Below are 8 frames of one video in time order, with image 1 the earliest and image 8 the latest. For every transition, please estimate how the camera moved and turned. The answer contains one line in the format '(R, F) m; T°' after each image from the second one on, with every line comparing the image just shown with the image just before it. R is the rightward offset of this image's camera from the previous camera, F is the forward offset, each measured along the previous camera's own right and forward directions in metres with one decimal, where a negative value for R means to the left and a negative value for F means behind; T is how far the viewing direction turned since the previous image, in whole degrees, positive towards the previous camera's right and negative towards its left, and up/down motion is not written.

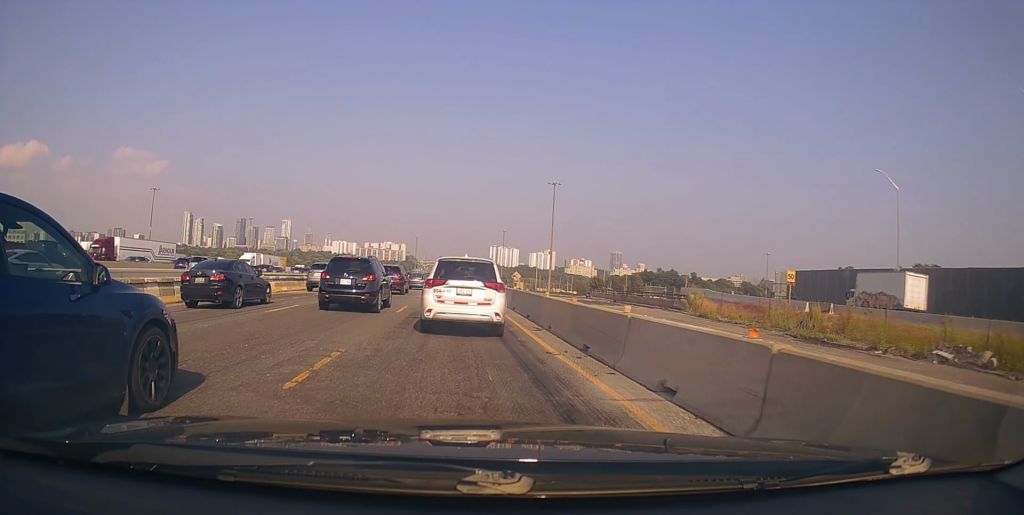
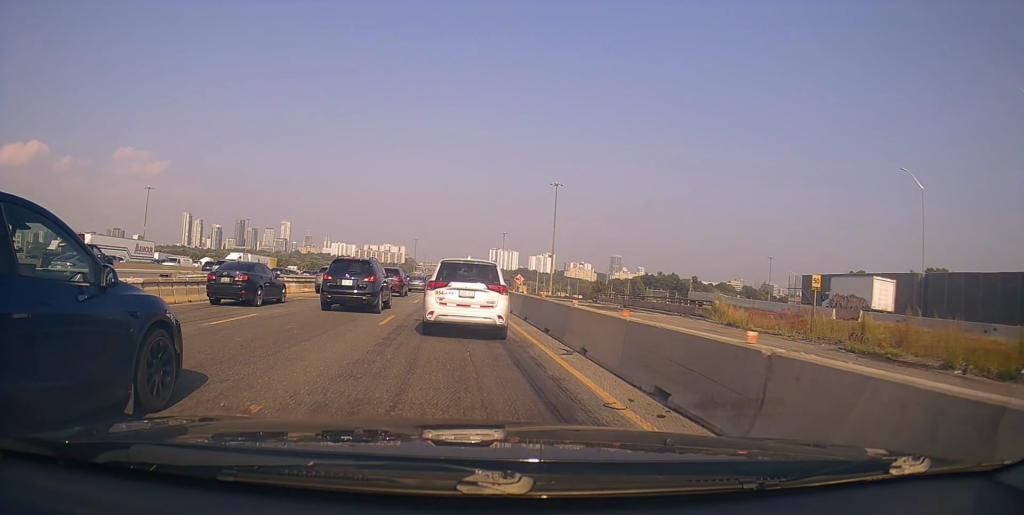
(-0.3, +4.3) m; 0°
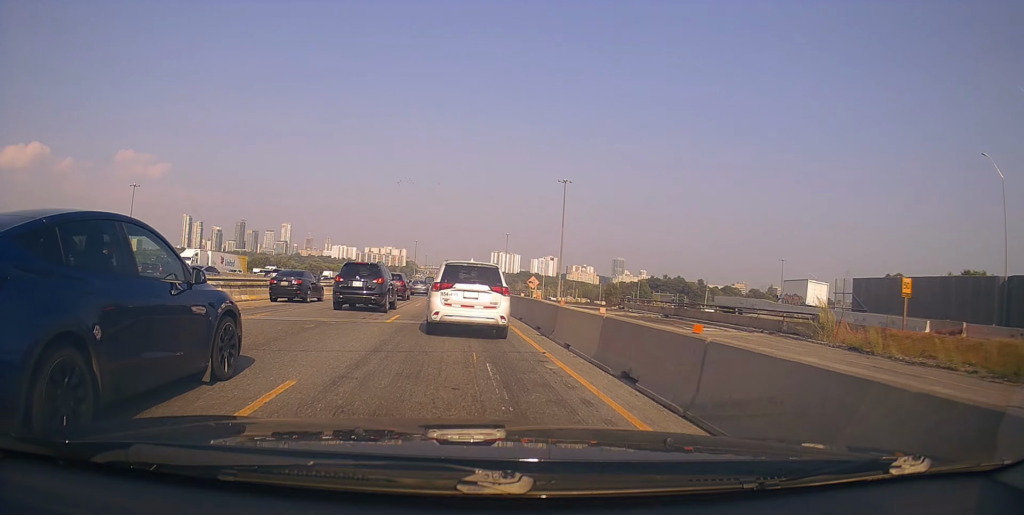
(+0.2, +11.5) m; 0°
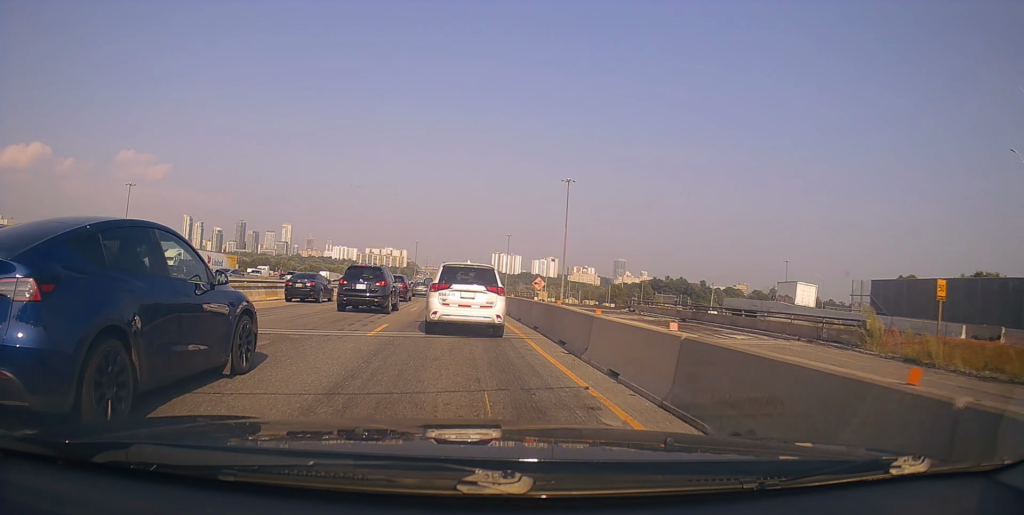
(-0.3, +3.5) m; 0°
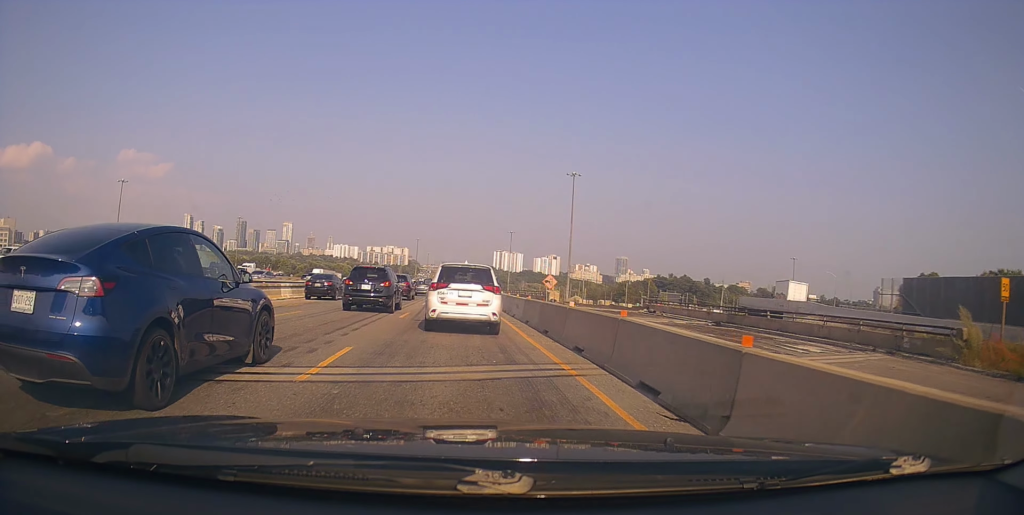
(+0.4, +5.5) m; +3°
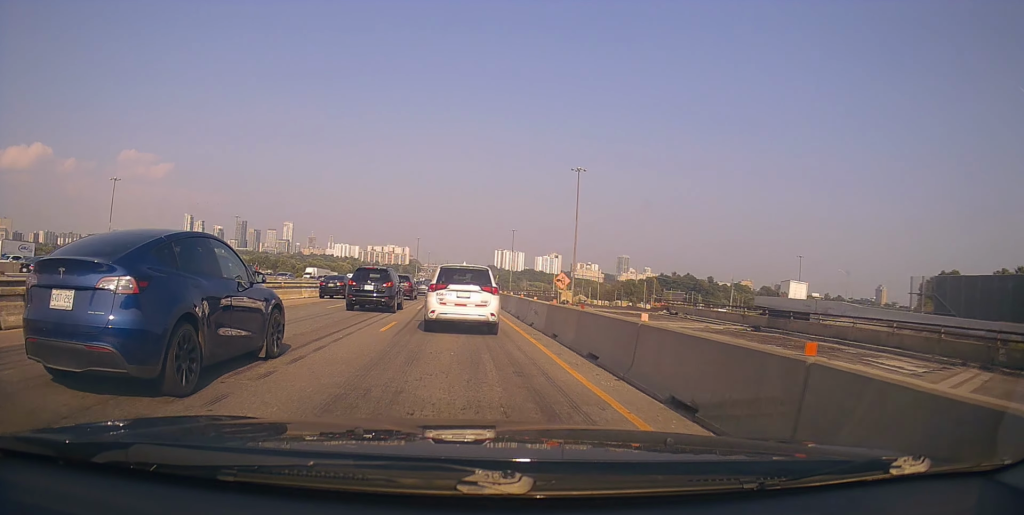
(+0.1, +4.9) m; +1°
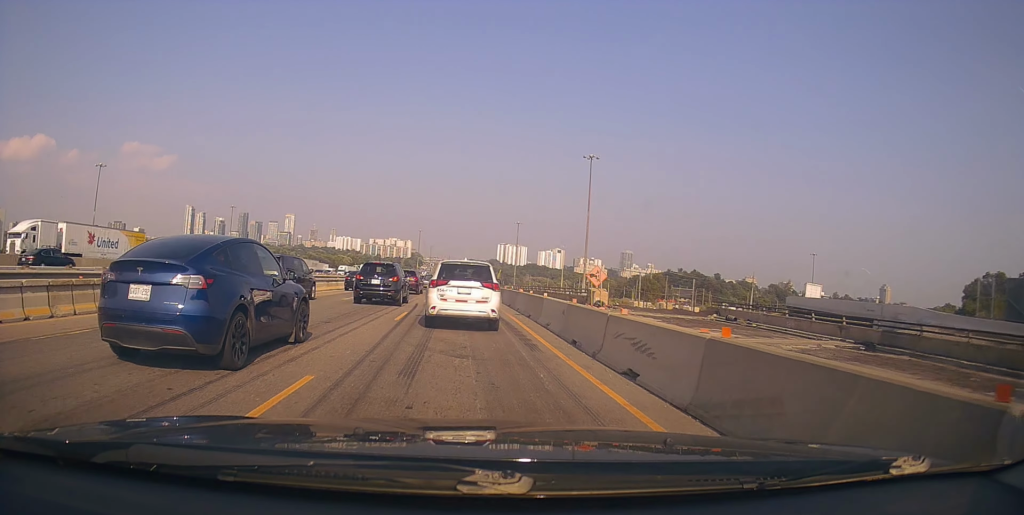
(0.0, +9.8) m; -4°
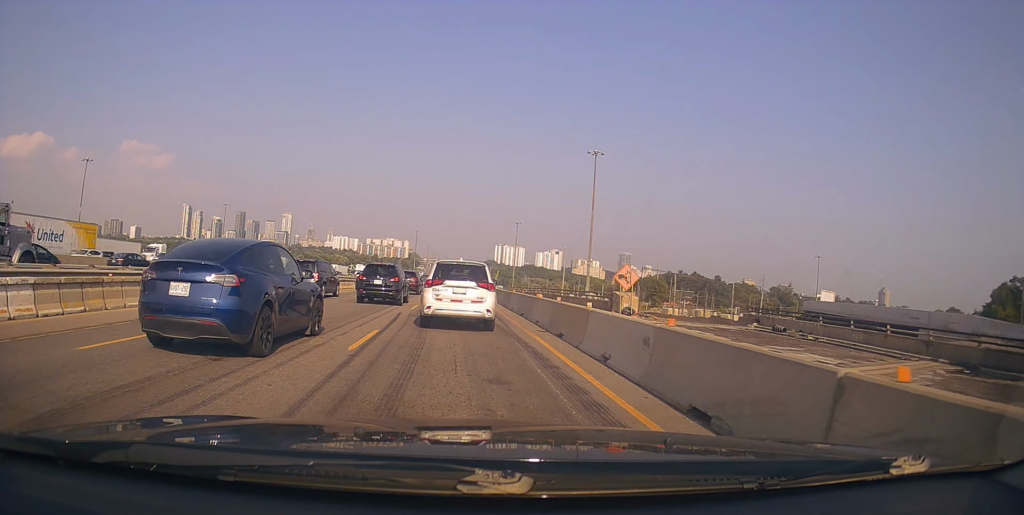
(-0.4, +6.5) m; 0°
